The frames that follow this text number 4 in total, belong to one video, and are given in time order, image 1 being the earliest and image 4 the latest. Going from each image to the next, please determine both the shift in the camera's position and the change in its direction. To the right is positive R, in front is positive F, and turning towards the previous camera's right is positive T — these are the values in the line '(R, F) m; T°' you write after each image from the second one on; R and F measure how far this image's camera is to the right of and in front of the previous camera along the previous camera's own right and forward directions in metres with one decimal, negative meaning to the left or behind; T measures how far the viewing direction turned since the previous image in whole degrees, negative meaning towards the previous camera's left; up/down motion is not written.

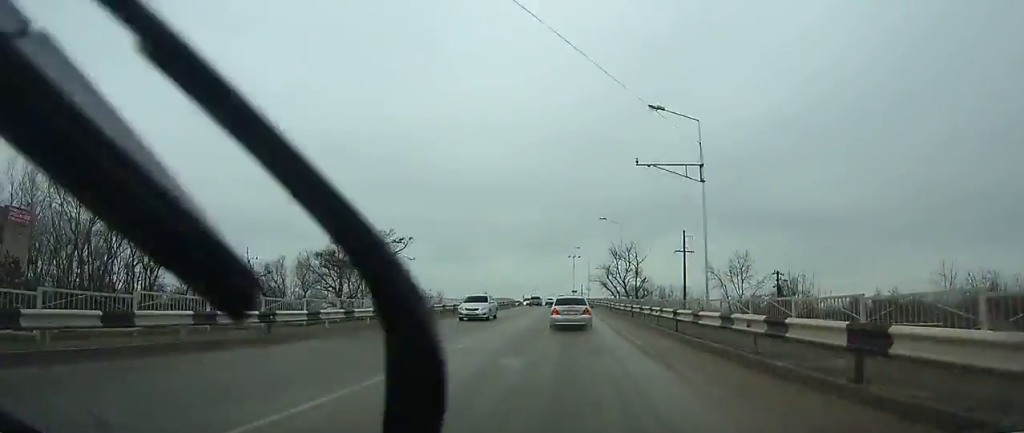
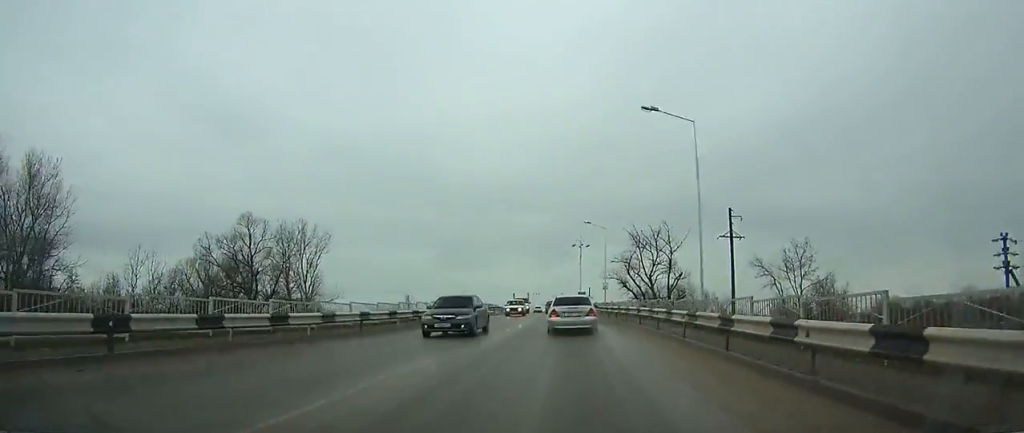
(+0.1, +30.4) m; -1°
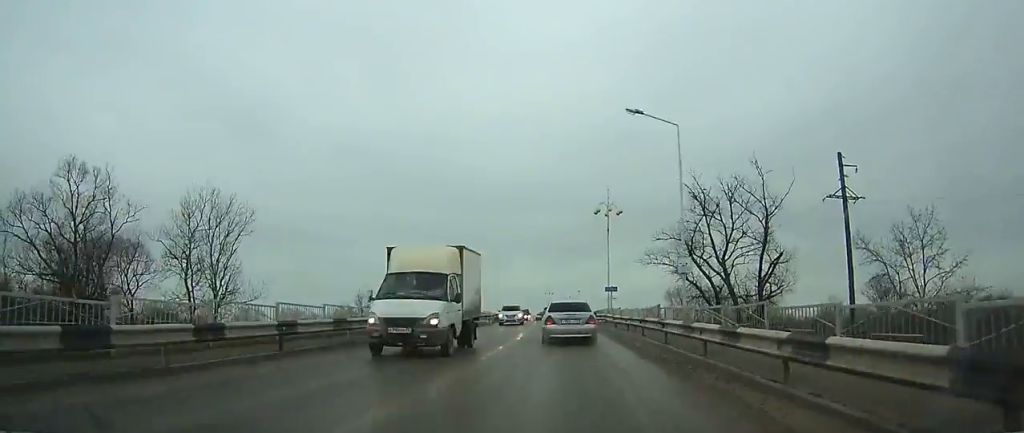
(-0.6, +31.5) m; -2°
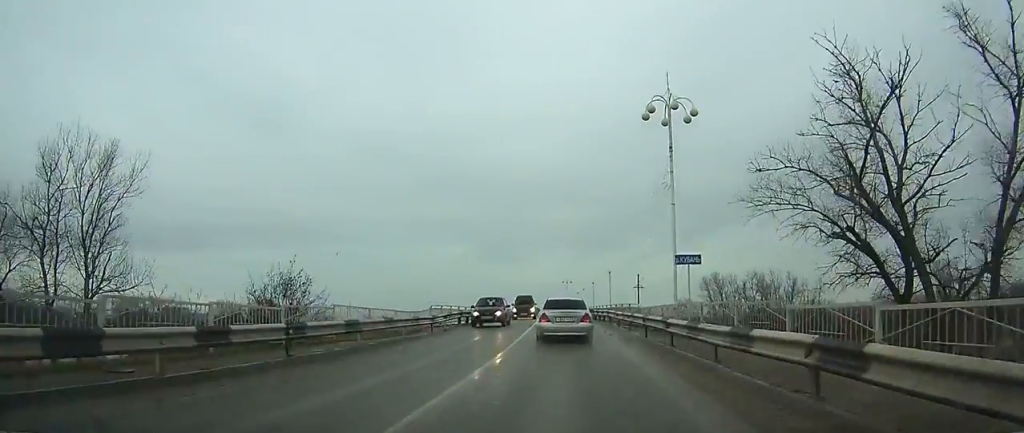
(-0.3, +25.3) m; -1°
